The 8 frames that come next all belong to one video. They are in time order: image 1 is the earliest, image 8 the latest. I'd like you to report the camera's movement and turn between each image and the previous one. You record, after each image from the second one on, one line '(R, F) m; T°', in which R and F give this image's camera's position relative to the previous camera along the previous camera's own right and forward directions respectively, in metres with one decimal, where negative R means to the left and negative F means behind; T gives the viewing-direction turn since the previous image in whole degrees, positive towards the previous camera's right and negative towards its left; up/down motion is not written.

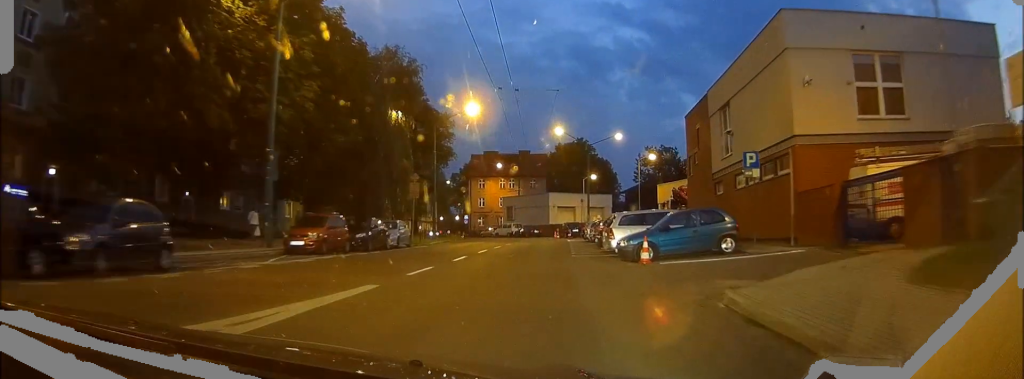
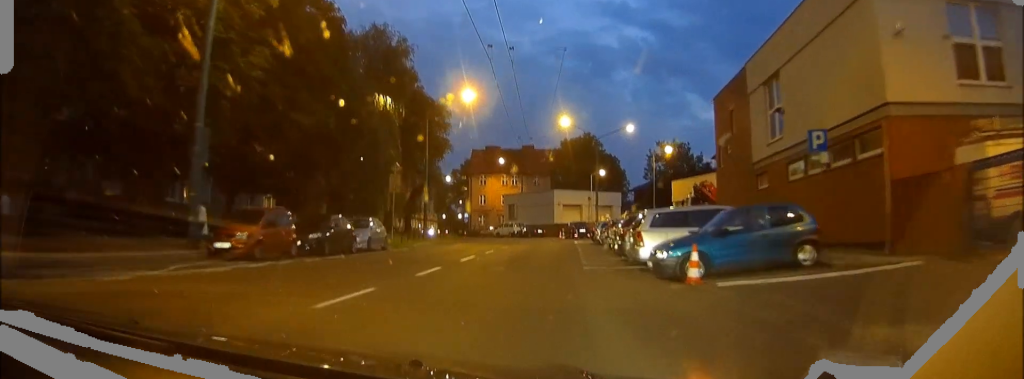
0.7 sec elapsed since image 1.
(0.0, +6.3) m; -2°
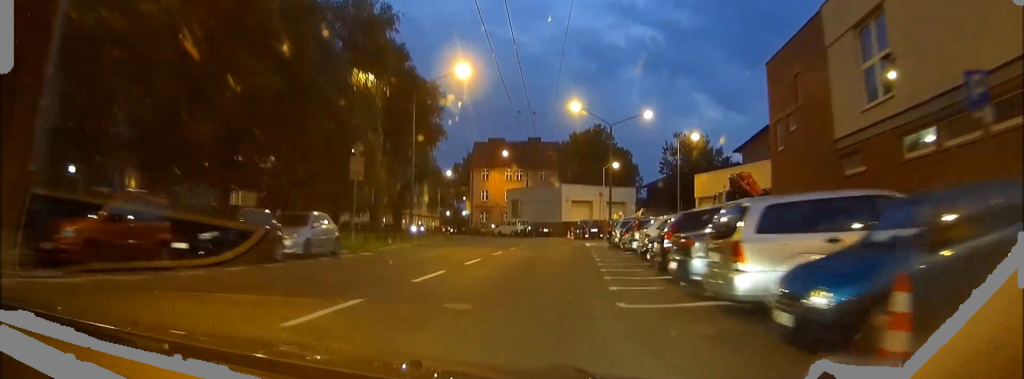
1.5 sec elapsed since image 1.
(-0.2, +8.2) m; -2°
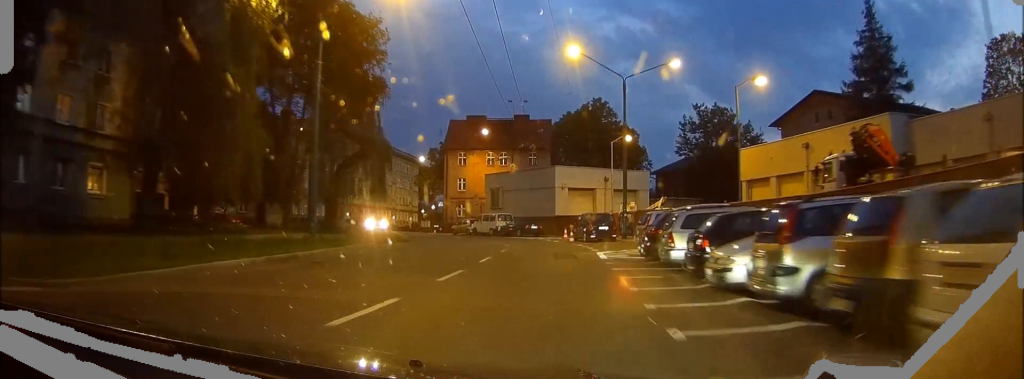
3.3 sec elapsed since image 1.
(+0.2, +18.7) m; +3°
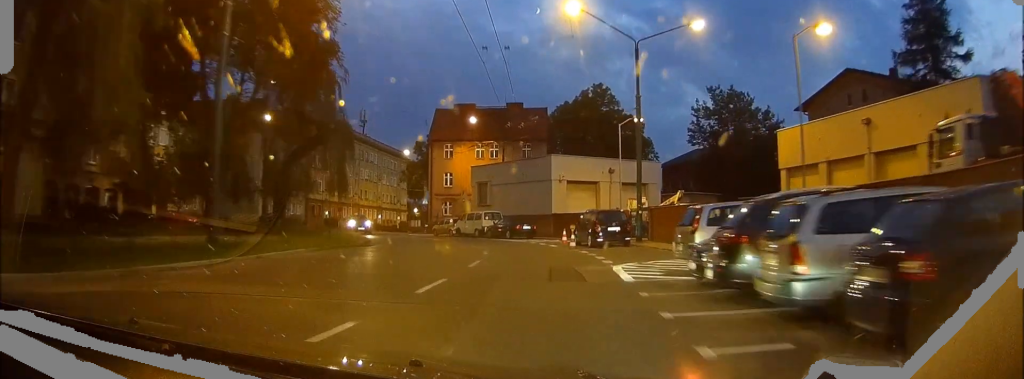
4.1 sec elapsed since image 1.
(0.0, +8.8) m; +1°
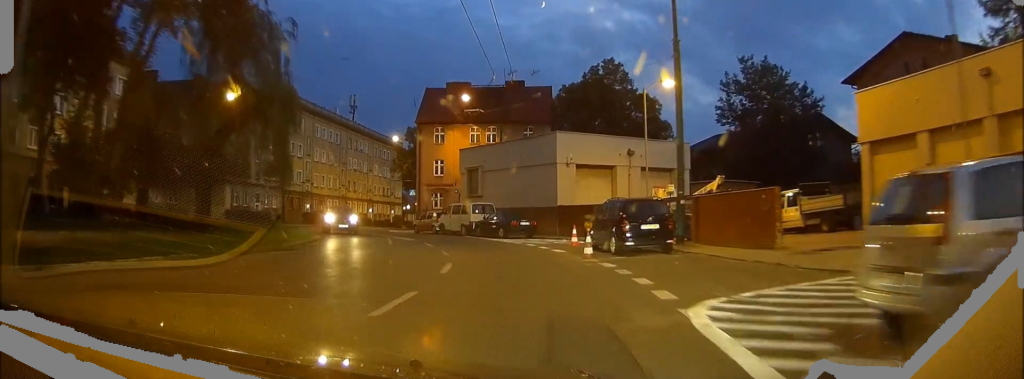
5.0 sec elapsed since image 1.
(+0.2, +9.3) m; +2°
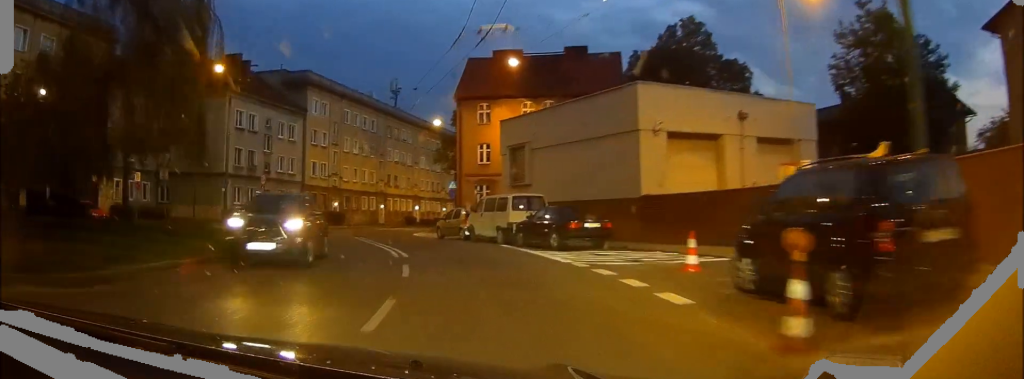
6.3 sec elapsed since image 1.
(+0.3, +12.7) m; -2°
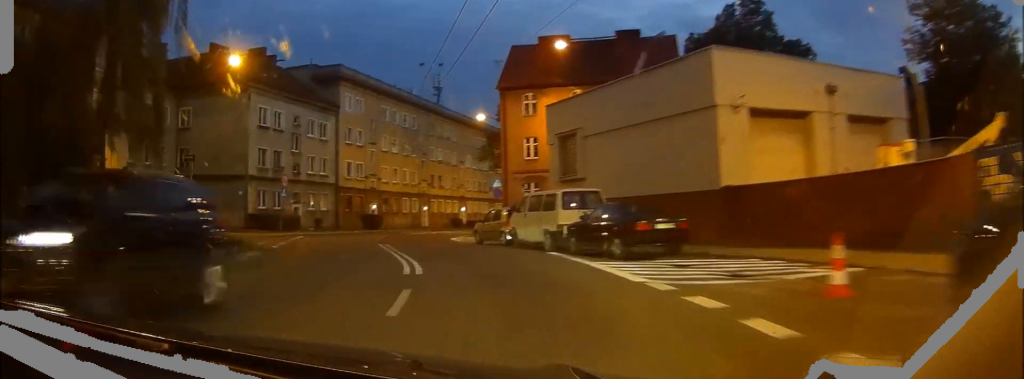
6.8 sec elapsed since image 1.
(-0.3, +4.6) m; -3°
